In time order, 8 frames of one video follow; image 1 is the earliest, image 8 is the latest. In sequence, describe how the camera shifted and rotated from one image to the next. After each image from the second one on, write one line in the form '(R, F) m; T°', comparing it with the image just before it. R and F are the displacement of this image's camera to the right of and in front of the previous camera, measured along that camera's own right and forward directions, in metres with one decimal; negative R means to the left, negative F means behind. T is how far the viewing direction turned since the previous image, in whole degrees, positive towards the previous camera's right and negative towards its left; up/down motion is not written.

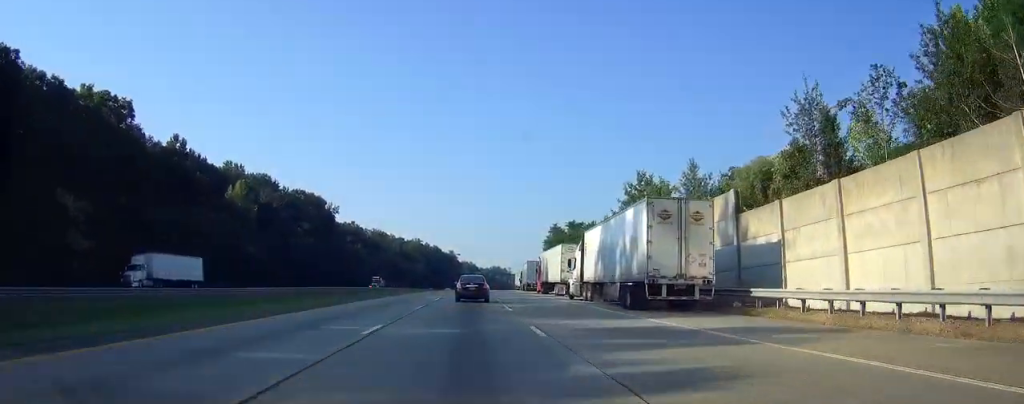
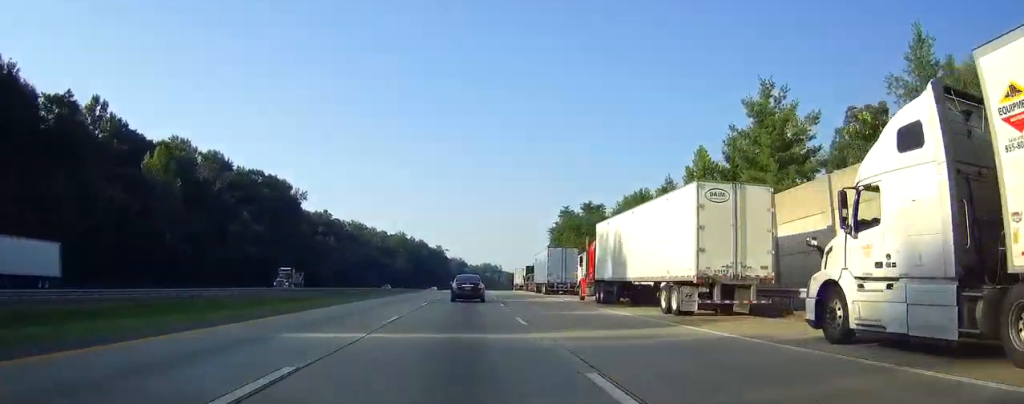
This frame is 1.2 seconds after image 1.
(+0.2, +33.9) m; +1°
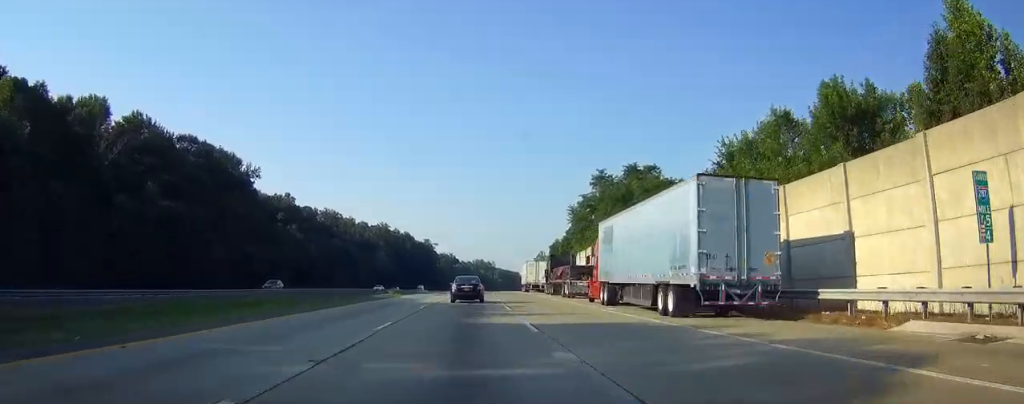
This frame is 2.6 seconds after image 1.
(+0.2, +40.2) m; +1°
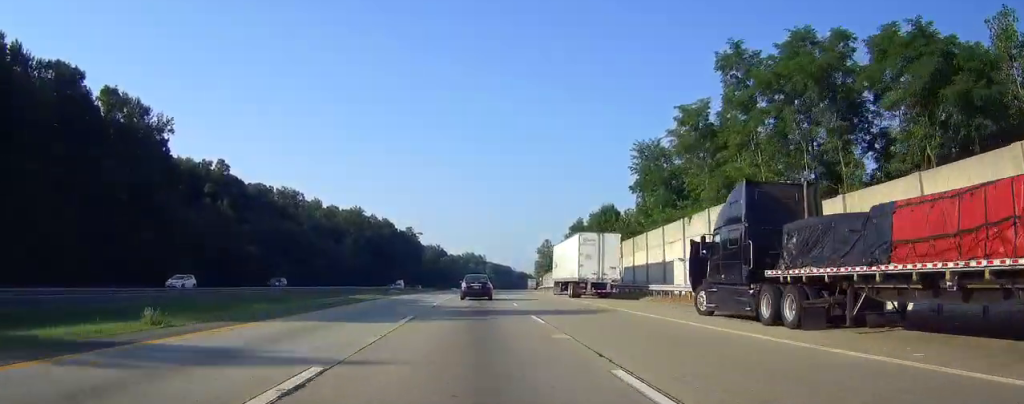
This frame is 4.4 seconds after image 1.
(+0.5, +47.9) m; +1°
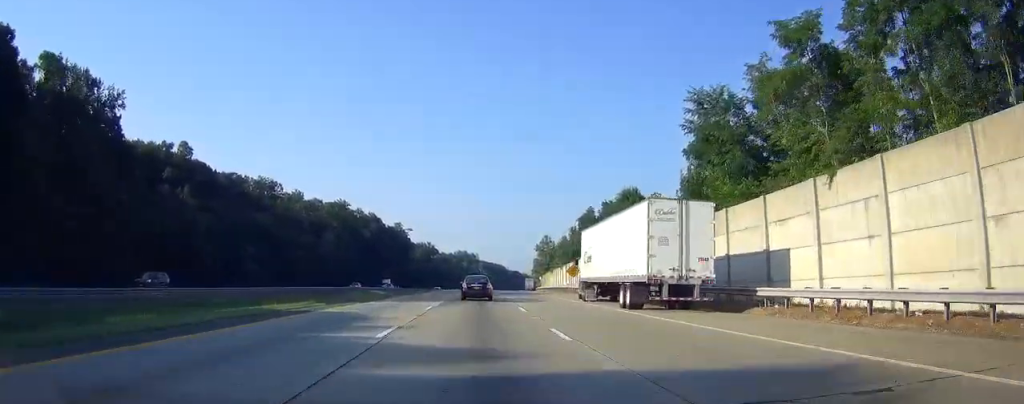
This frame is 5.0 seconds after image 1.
(0.0, +17.5) m; 0°
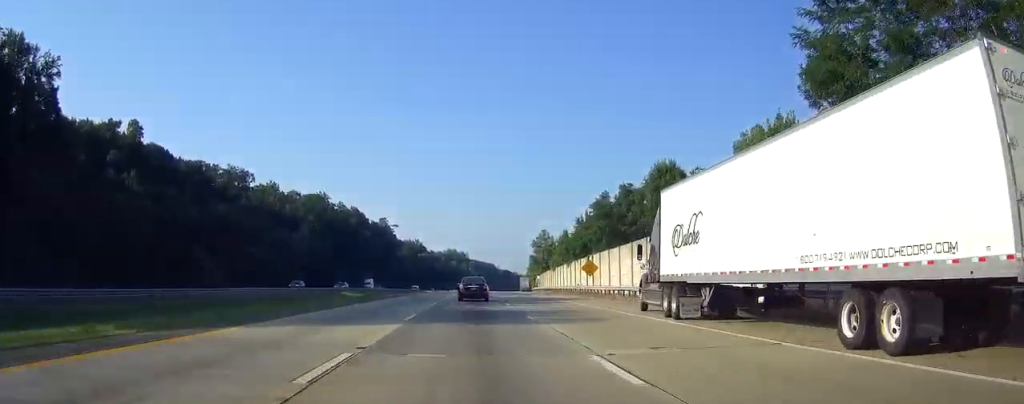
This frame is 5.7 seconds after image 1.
(0.0, +18.4) m; 0°
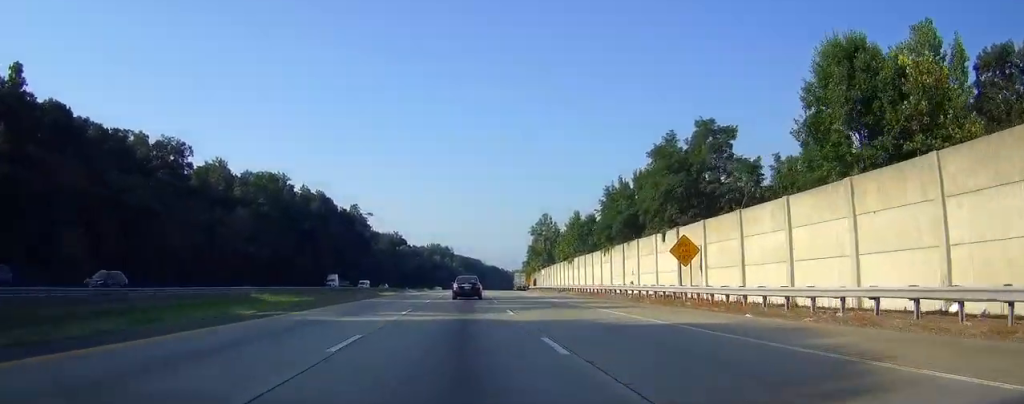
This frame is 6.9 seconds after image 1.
(+0.3, +34.1) m; +1°
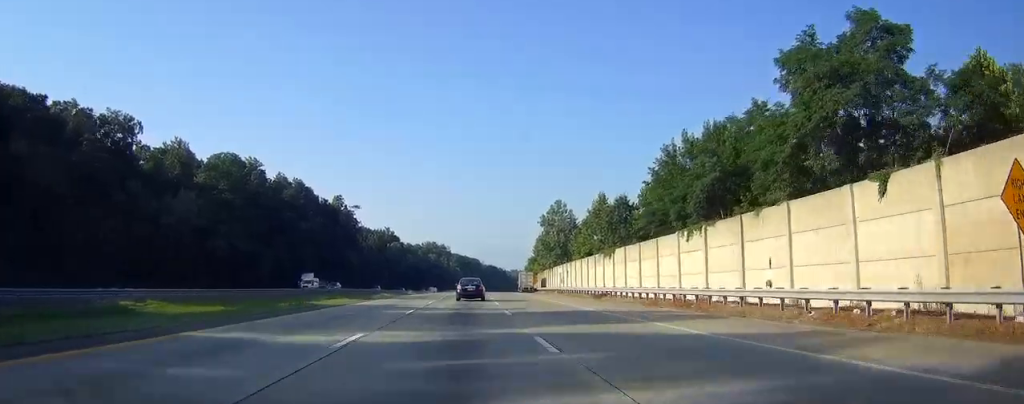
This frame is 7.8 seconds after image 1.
(+0.1, +24.1) m; 0°
